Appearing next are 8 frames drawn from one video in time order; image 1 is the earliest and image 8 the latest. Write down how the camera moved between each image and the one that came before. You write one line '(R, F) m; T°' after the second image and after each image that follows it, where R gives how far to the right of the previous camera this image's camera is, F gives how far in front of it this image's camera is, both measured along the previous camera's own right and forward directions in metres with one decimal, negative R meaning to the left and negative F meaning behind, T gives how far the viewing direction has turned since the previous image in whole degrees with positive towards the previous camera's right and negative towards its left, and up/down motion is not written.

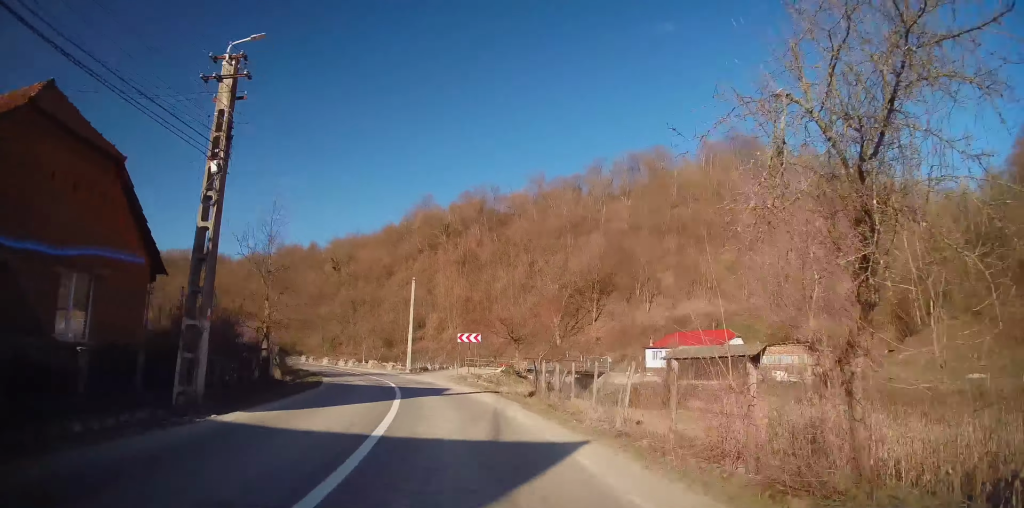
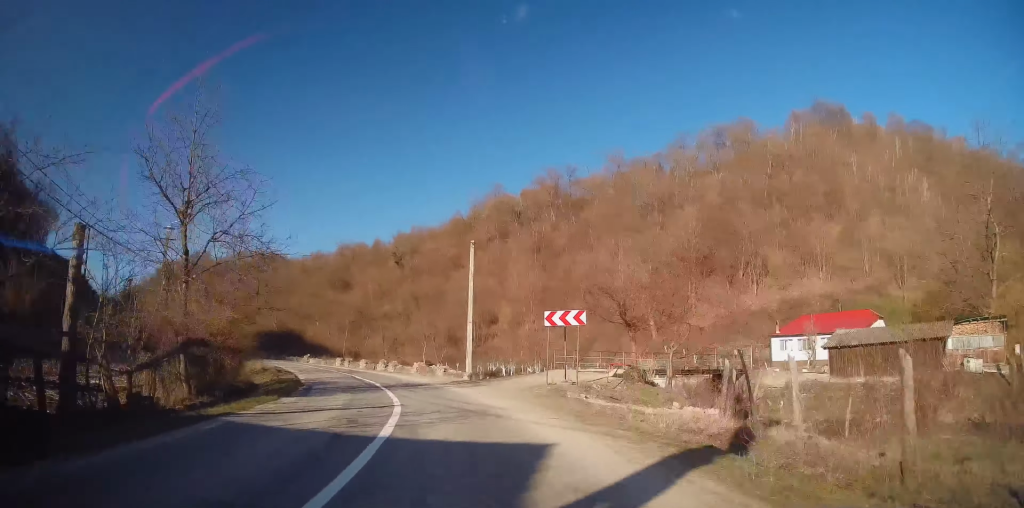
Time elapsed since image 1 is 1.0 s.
(-0.6, +15.7) m; -6°
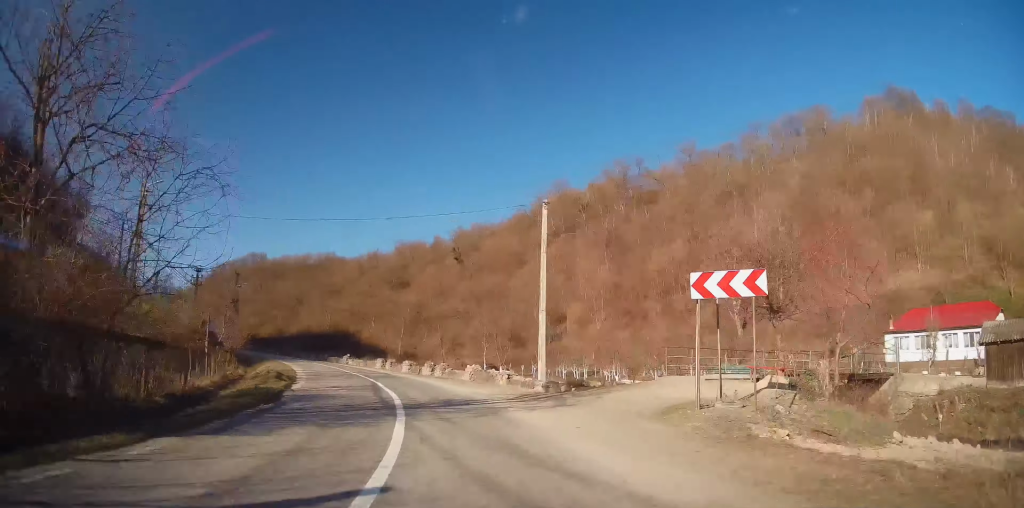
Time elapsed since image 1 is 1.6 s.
(-0.6, +9.2) m; -6°
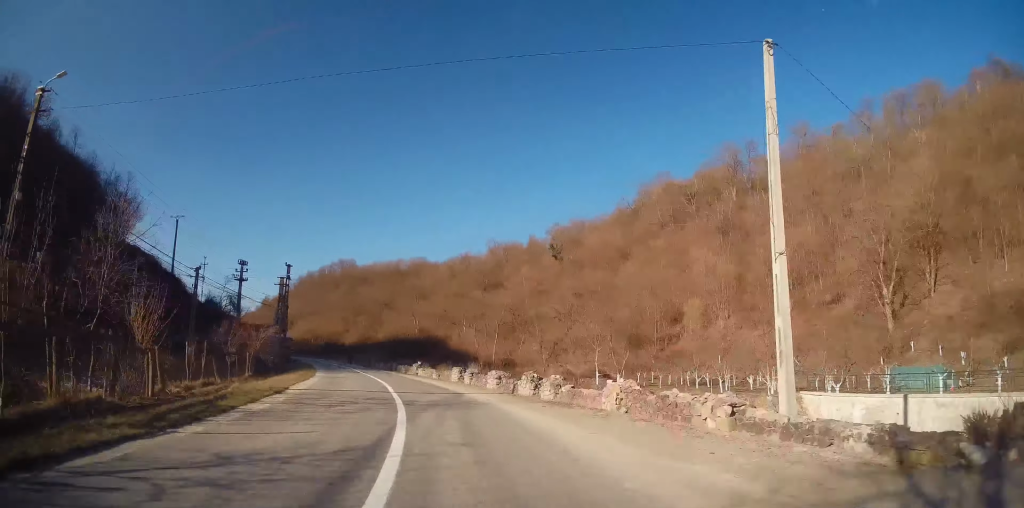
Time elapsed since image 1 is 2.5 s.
(-1.1, +13.6) m; -9°
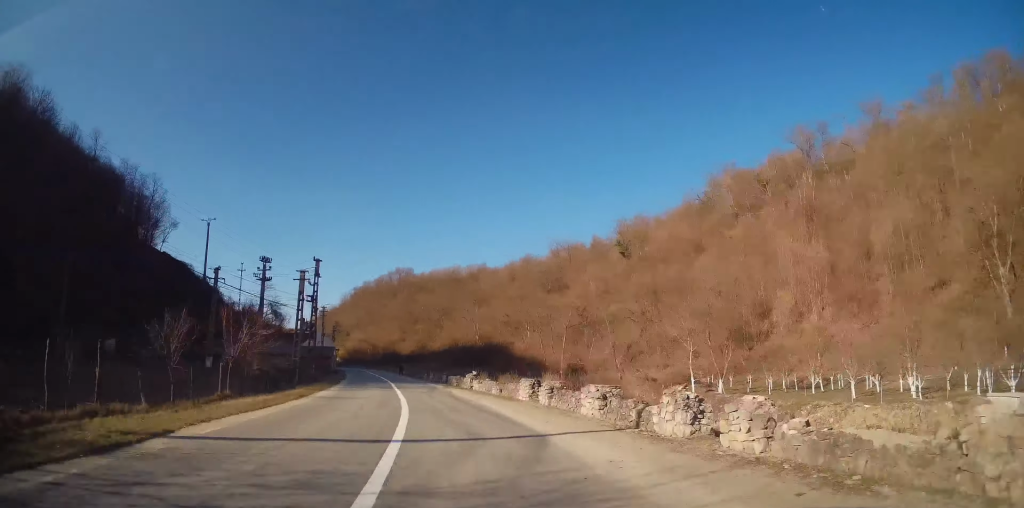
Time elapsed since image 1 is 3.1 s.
(-0.4, +9.6) m; -7°
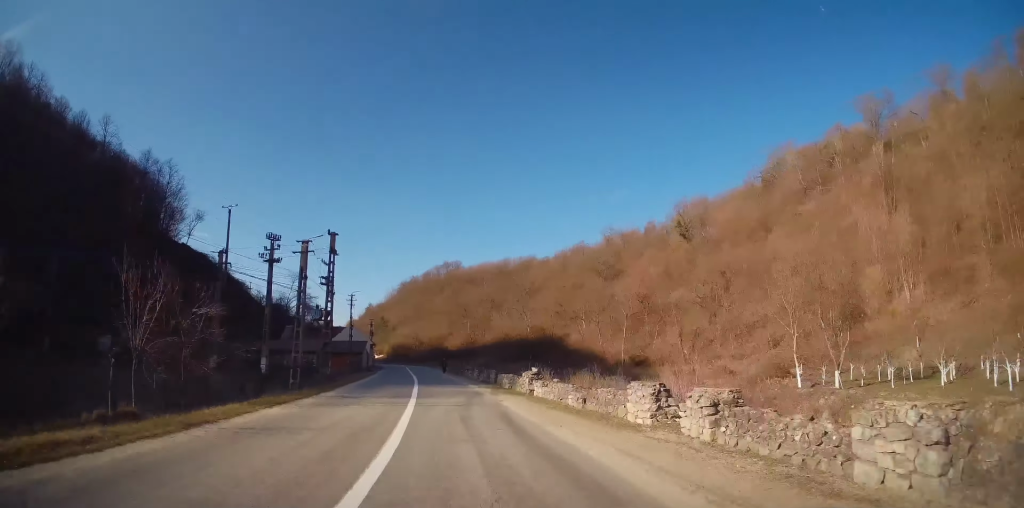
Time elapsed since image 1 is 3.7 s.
(-0.6, +9.3) m; -5°
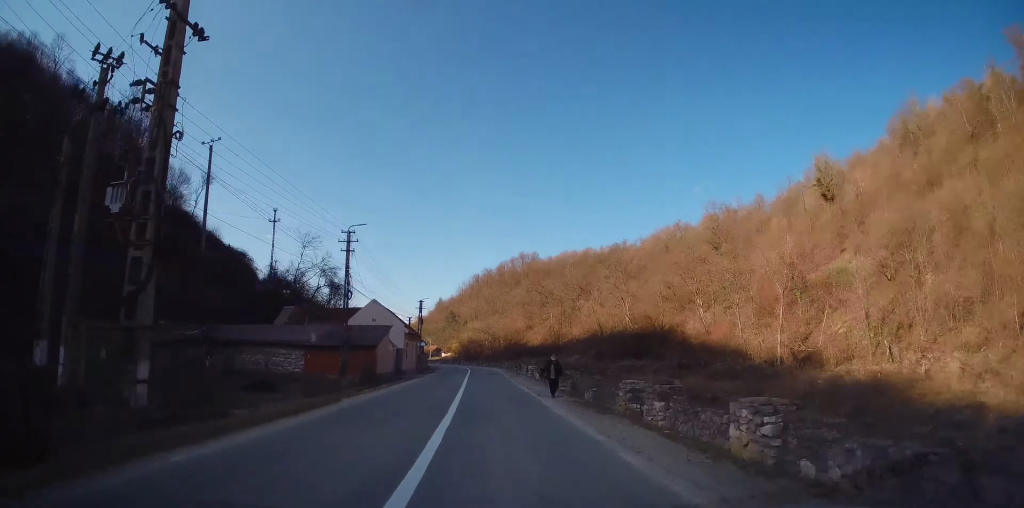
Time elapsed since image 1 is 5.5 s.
(-3.1, +27.6) m; -11°
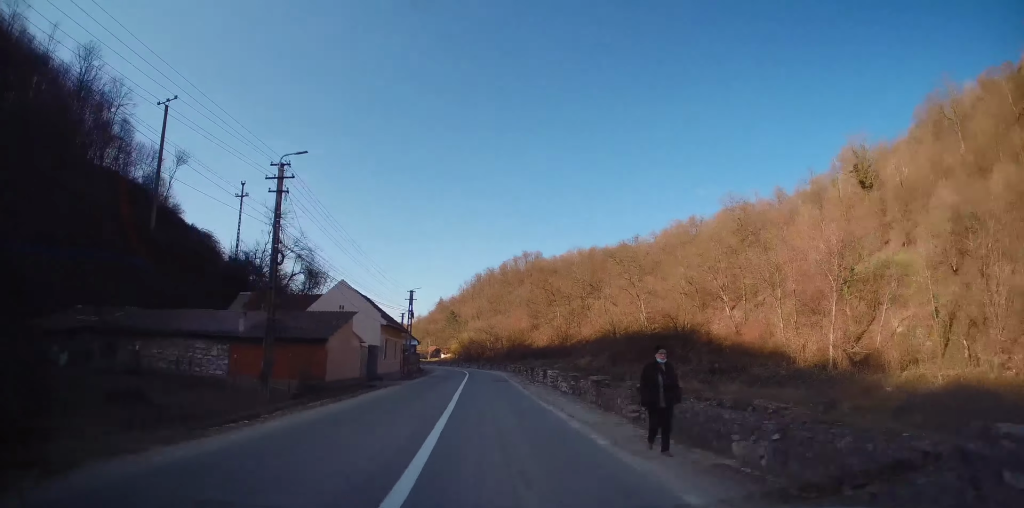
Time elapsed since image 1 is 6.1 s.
(-0.3, +10.1) m; -2°
